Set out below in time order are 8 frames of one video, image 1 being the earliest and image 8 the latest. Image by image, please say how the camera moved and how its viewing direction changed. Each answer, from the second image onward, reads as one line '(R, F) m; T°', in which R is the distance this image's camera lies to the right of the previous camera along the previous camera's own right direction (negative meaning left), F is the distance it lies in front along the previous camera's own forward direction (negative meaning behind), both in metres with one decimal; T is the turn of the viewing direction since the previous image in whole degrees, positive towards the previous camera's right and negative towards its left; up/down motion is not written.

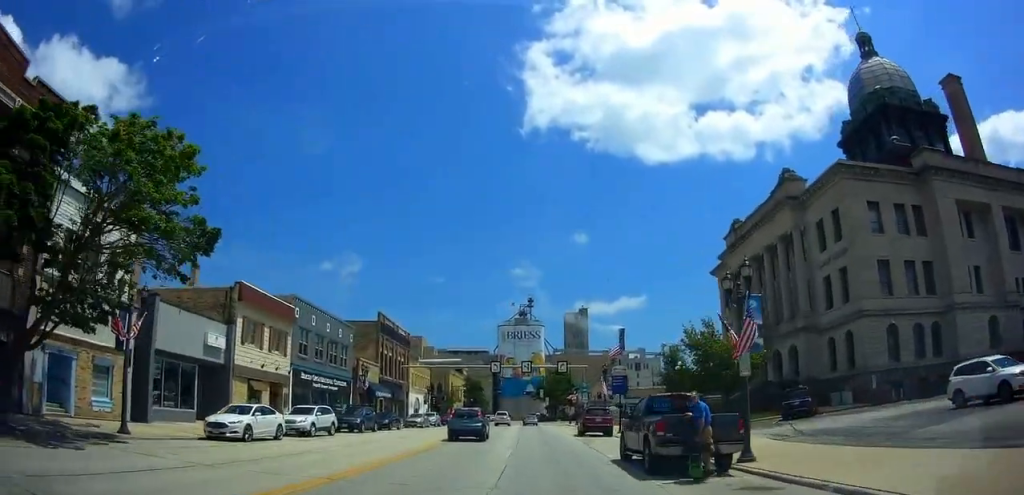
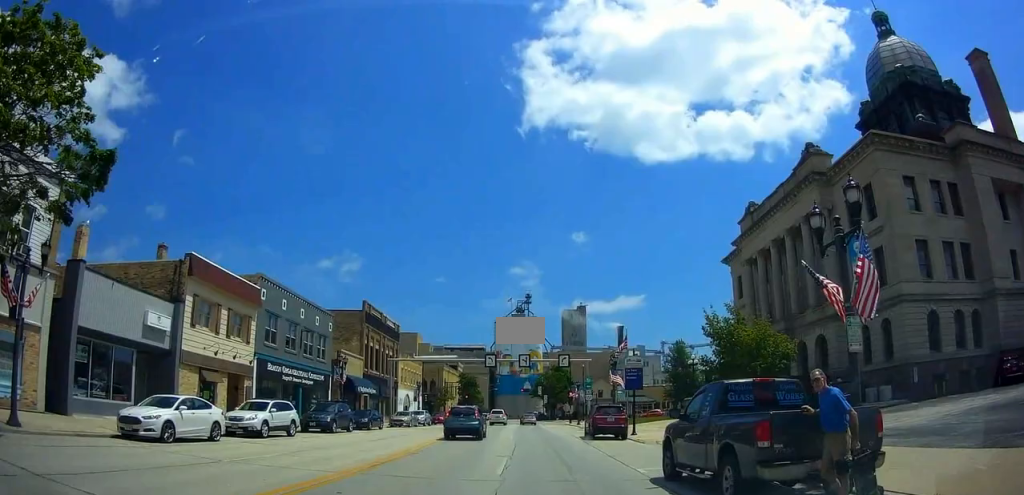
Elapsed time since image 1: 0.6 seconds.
(0.0, +6.4) m; 0°
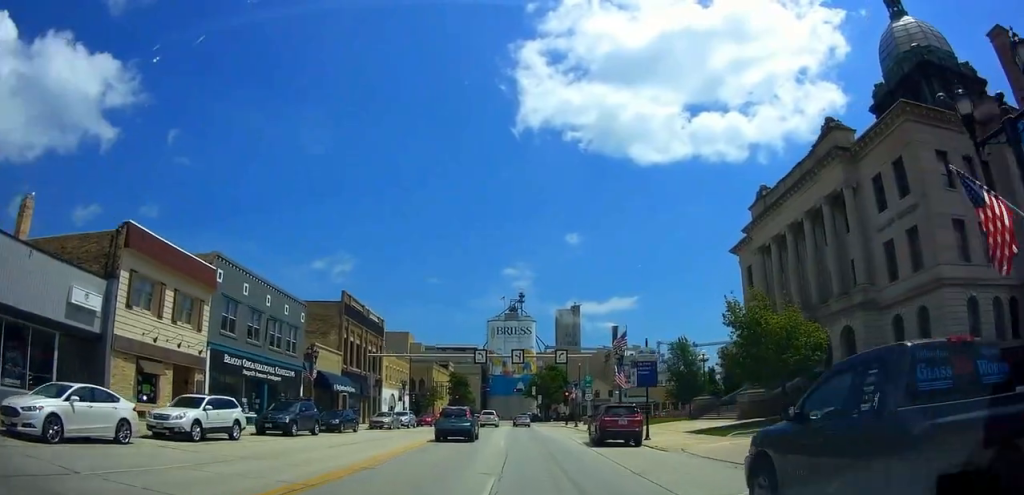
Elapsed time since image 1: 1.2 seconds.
(0.0, +5.3) m; 0°
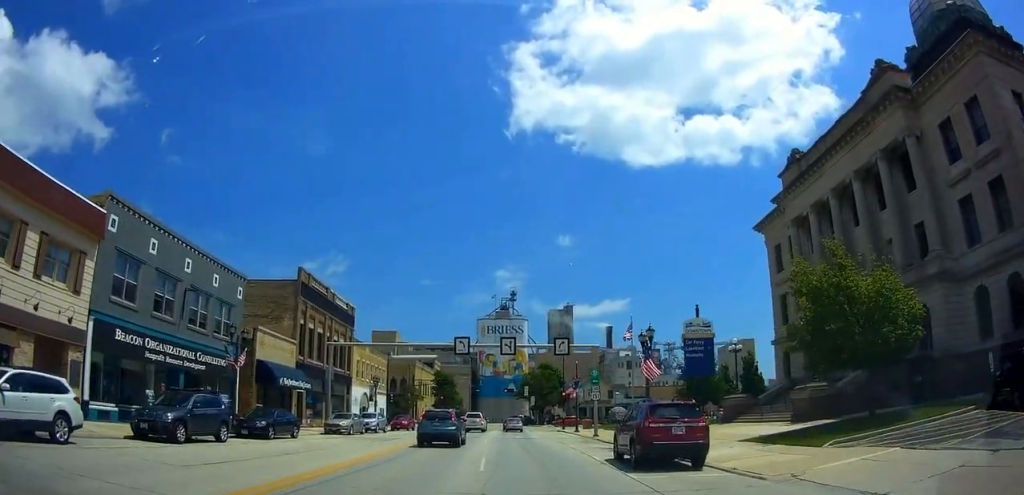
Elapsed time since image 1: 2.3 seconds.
(0.0, +10.2) m; +2°
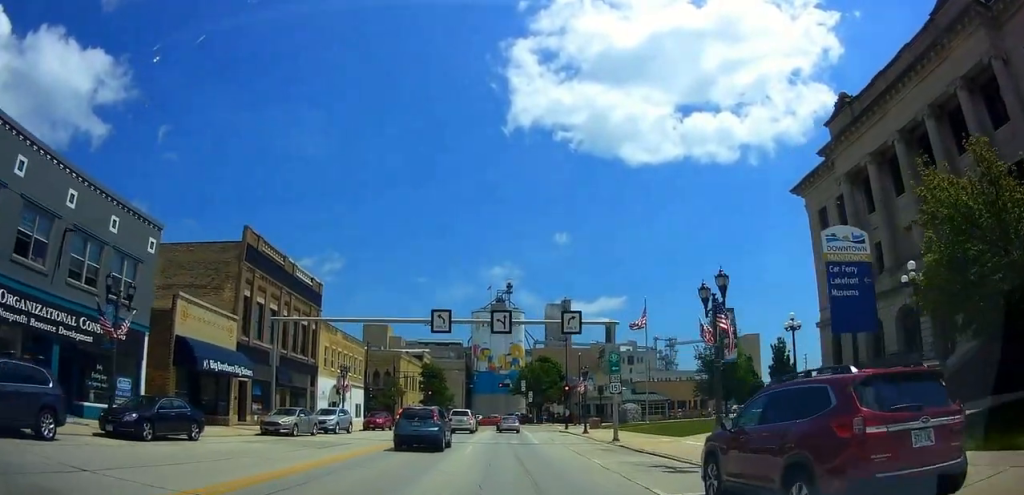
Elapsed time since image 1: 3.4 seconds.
(+0.4, +9.9) m; +4°
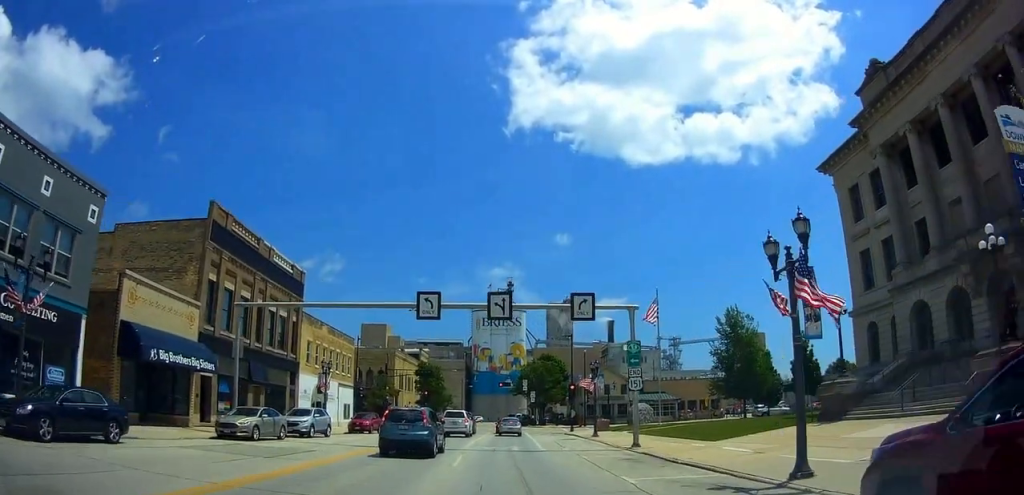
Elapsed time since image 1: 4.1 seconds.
(+0.1, +5.0) m; -1°
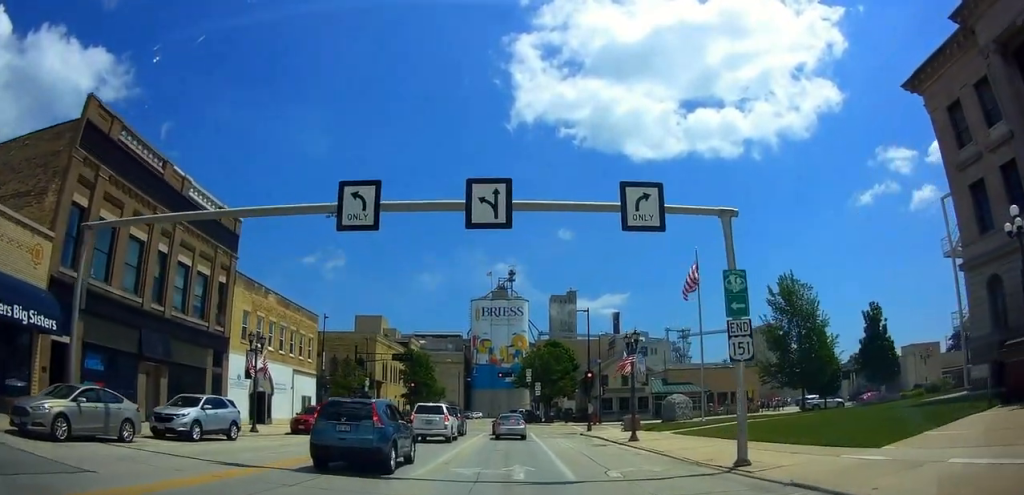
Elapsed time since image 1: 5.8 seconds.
(-0.6, +12.6) m; -5°
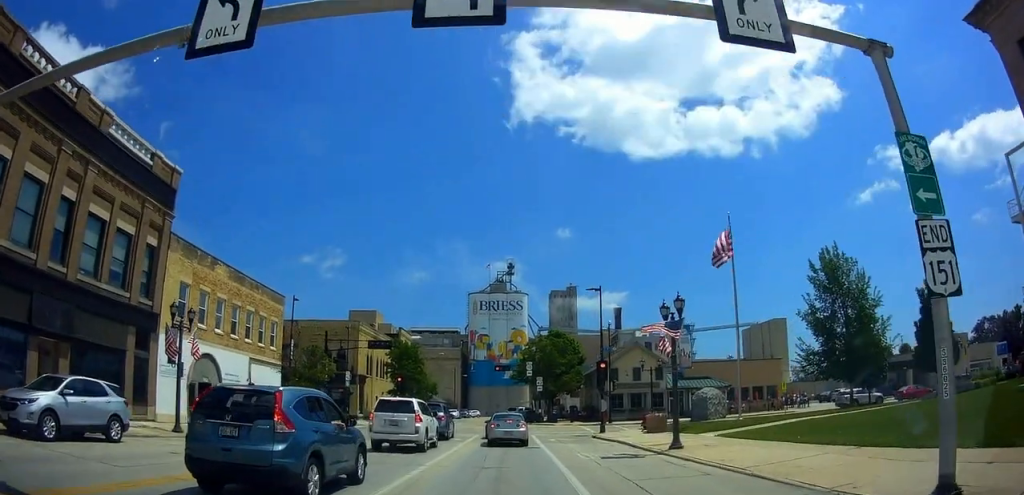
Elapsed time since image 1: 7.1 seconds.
(0.0, +7.8) m; 0°
